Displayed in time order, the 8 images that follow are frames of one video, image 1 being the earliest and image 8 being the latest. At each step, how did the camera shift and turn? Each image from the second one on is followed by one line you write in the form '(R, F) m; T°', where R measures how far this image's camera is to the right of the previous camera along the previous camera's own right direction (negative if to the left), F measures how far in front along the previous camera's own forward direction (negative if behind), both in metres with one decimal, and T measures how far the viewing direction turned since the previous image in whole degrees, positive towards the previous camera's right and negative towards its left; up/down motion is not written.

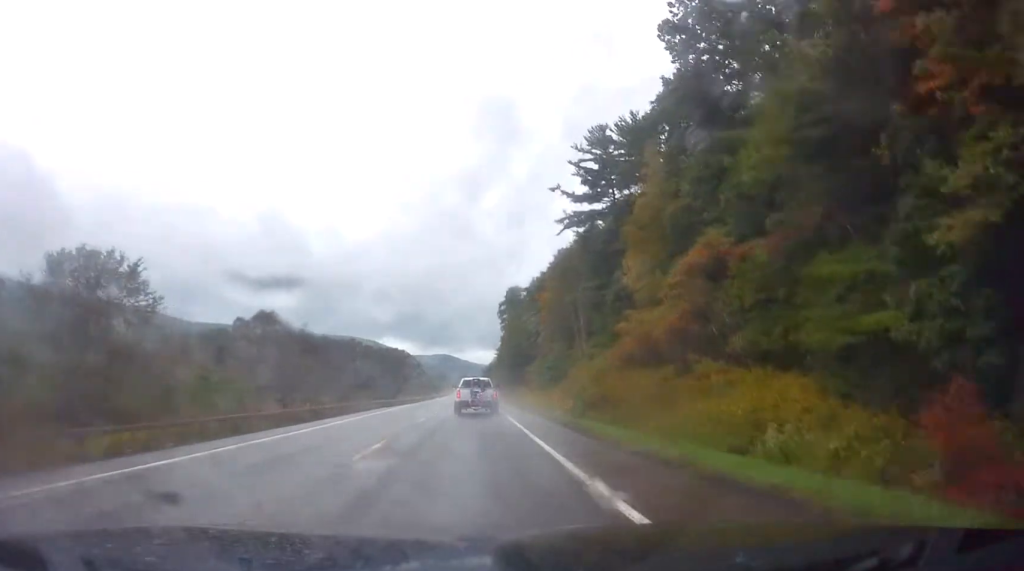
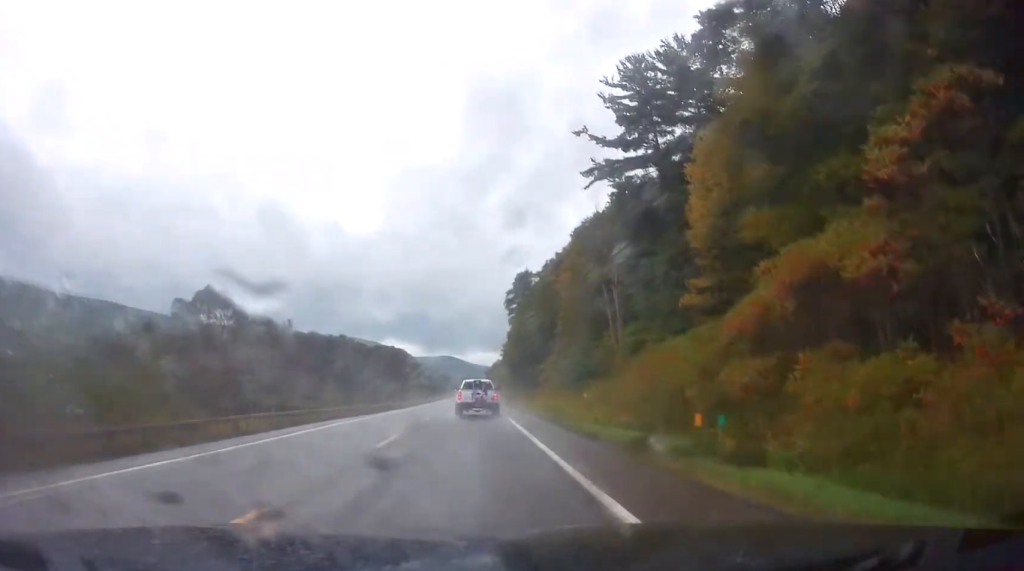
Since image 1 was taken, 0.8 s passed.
(-0.1, +20.3) m; 0°
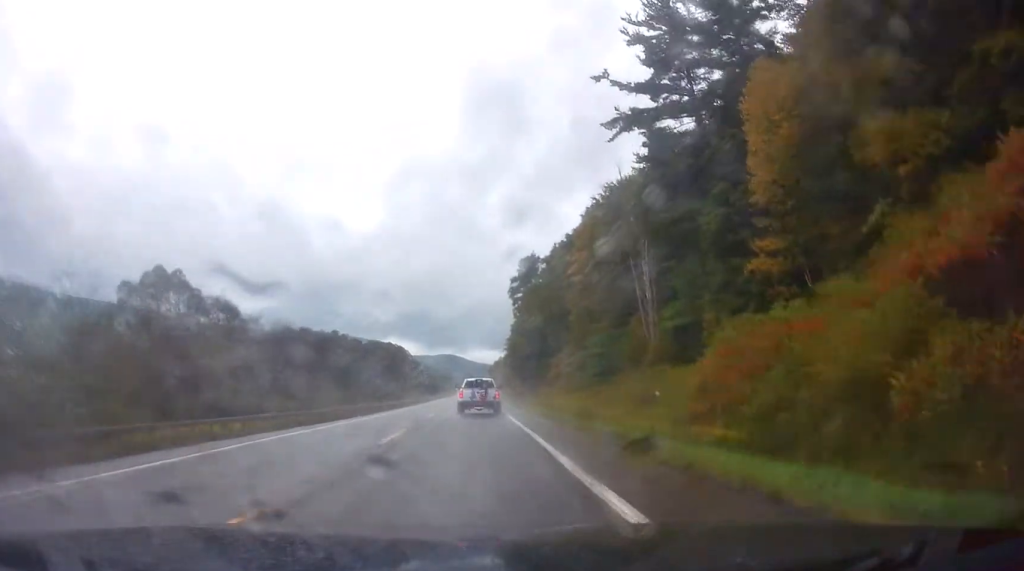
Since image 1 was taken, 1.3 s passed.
(+0.1, +12.3) m; 0°
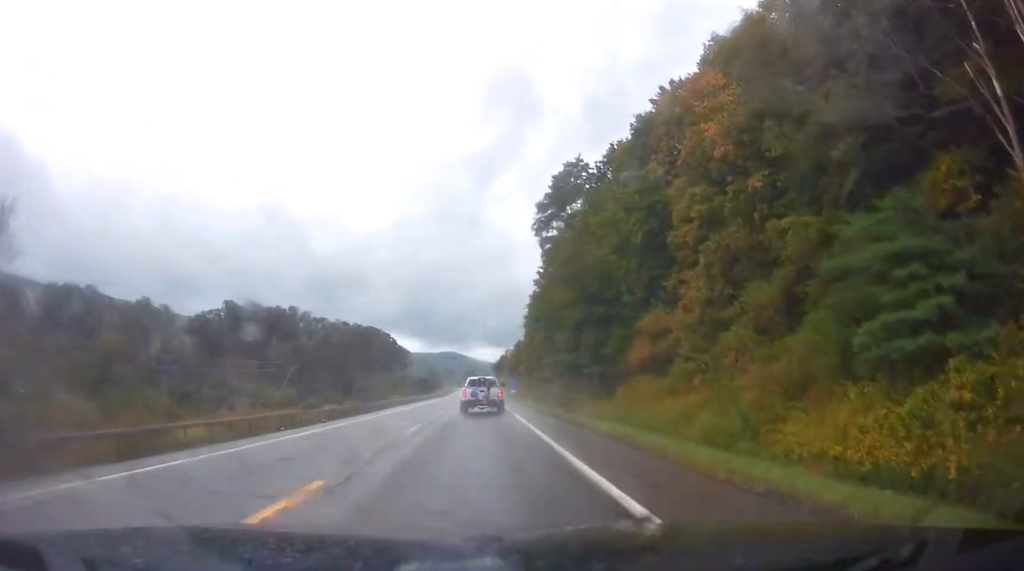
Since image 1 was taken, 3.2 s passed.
(0.0, +44.9) m; +1°
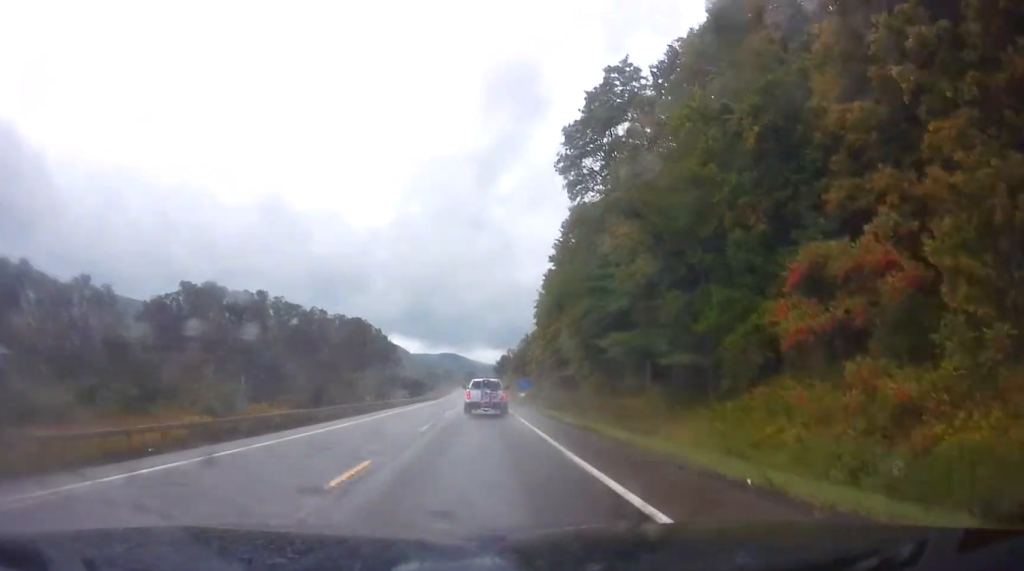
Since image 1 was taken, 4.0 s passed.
(+0.2, +21.1) m; 0°
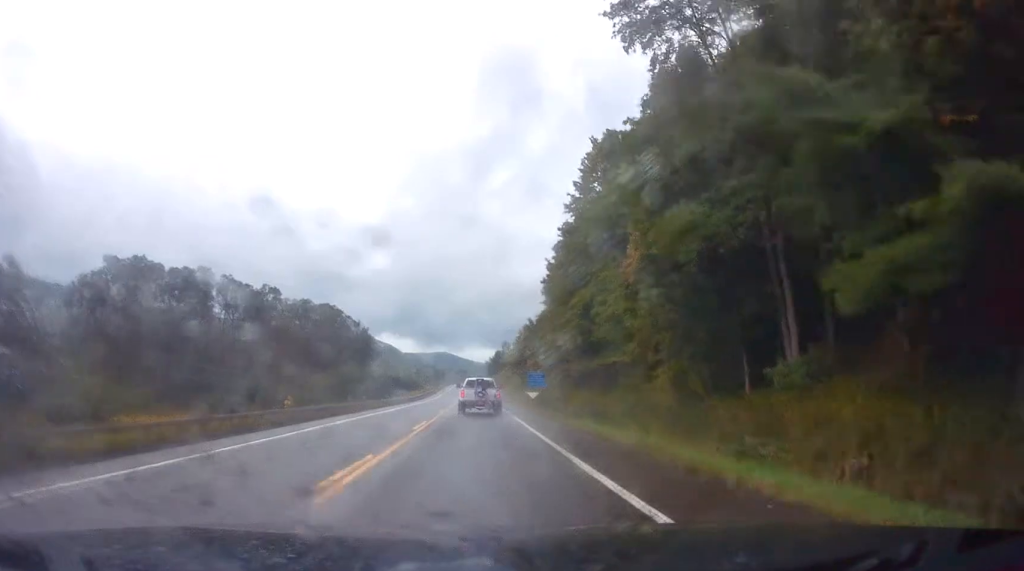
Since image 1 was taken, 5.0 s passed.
(0.0, +23.6) m; 0°
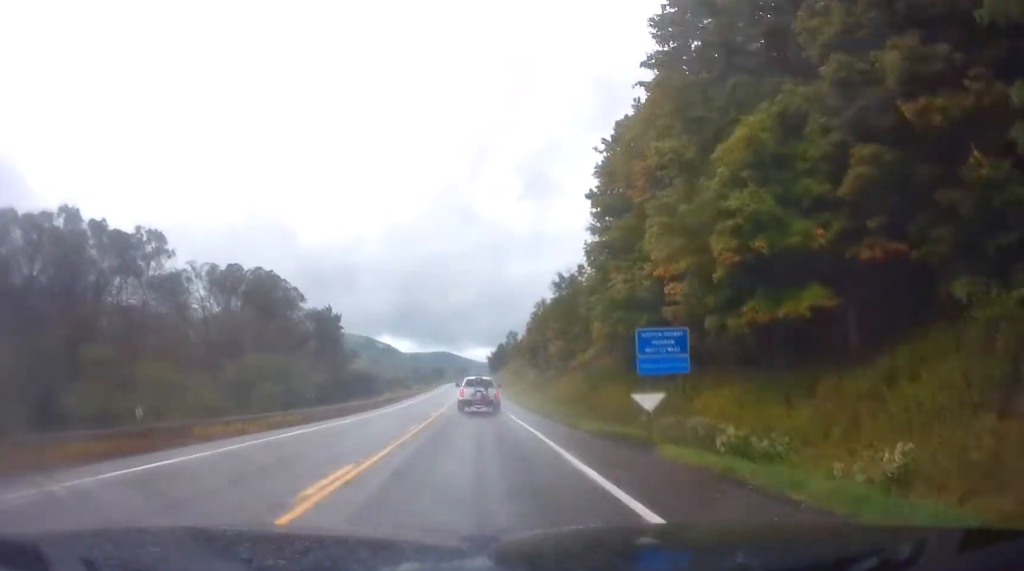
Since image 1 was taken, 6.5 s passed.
(-0.2, +36.8) m; 0°
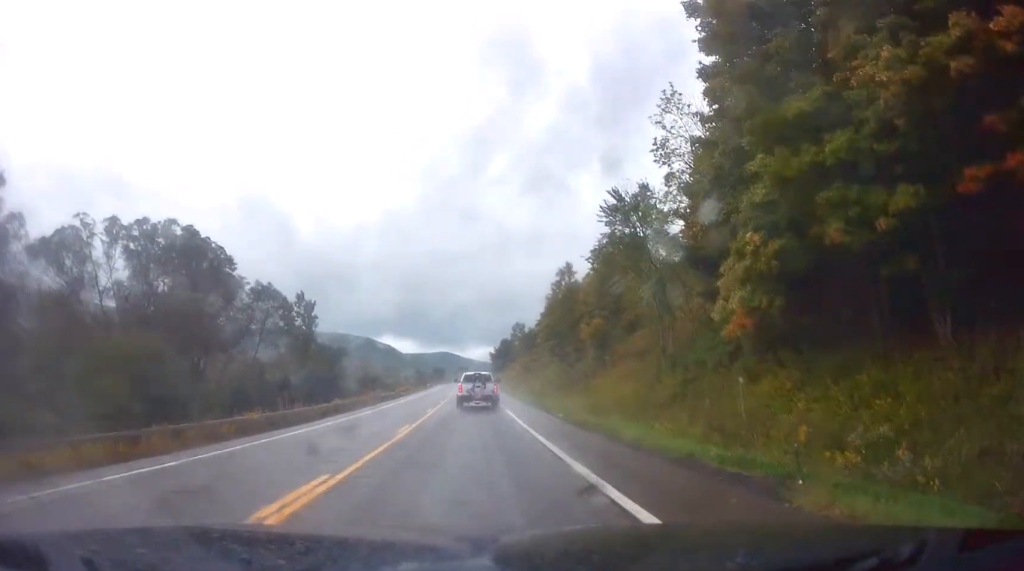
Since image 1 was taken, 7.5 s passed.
(0.0, +25.6) m; 0°
